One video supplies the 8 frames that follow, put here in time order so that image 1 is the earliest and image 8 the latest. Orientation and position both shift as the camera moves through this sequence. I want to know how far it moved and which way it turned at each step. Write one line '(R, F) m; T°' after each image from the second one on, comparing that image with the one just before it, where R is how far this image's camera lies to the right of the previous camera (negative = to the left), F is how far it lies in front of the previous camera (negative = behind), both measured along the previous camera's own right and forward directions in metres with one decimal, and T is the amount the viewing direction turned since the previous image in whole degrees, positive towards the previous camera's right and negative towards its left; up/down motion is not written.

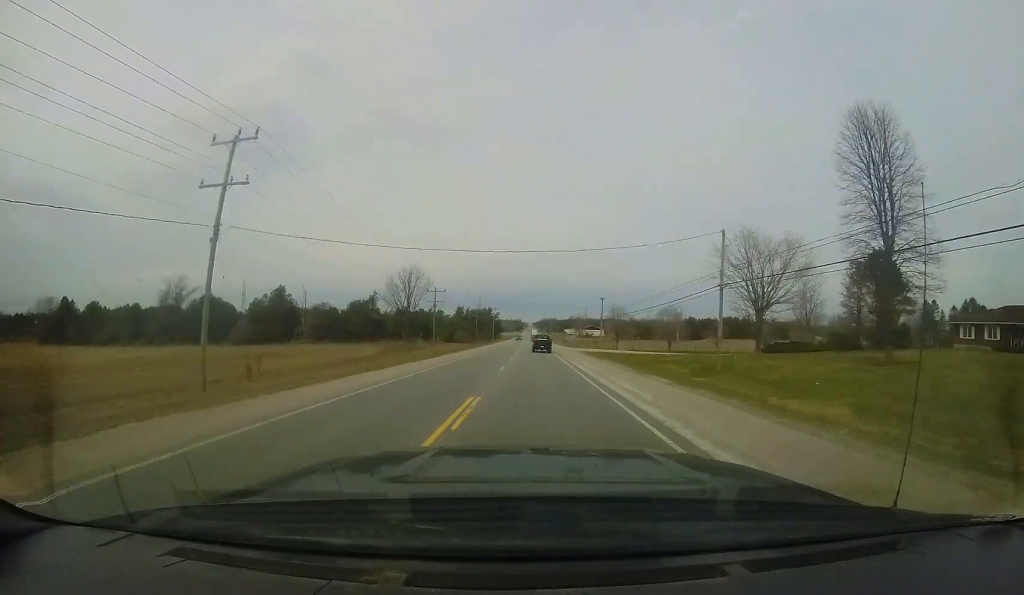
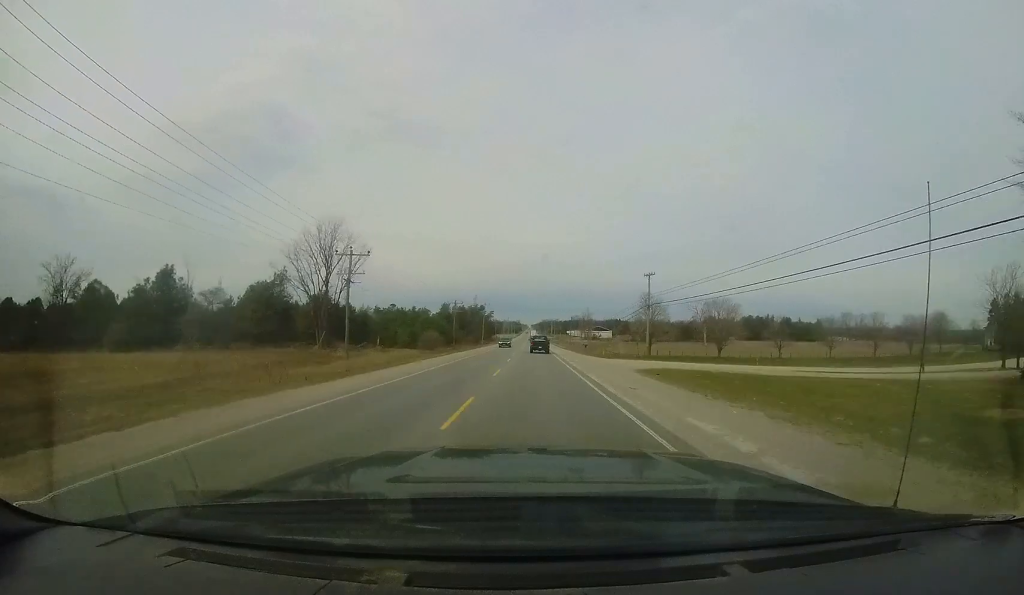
(+0.7, +27.4) m; +1°
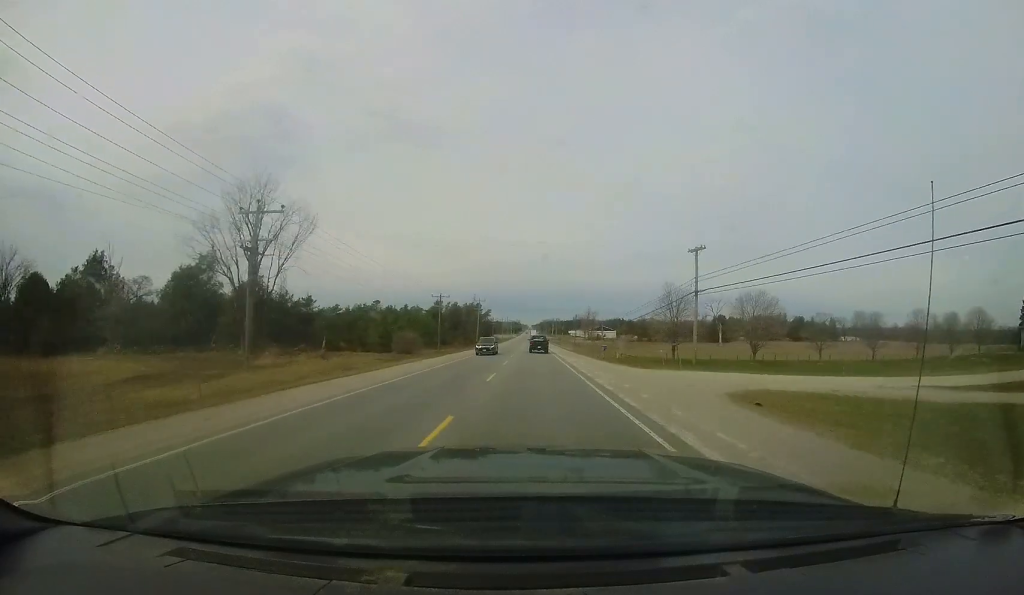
(-0.2, +11.6) m; -1°
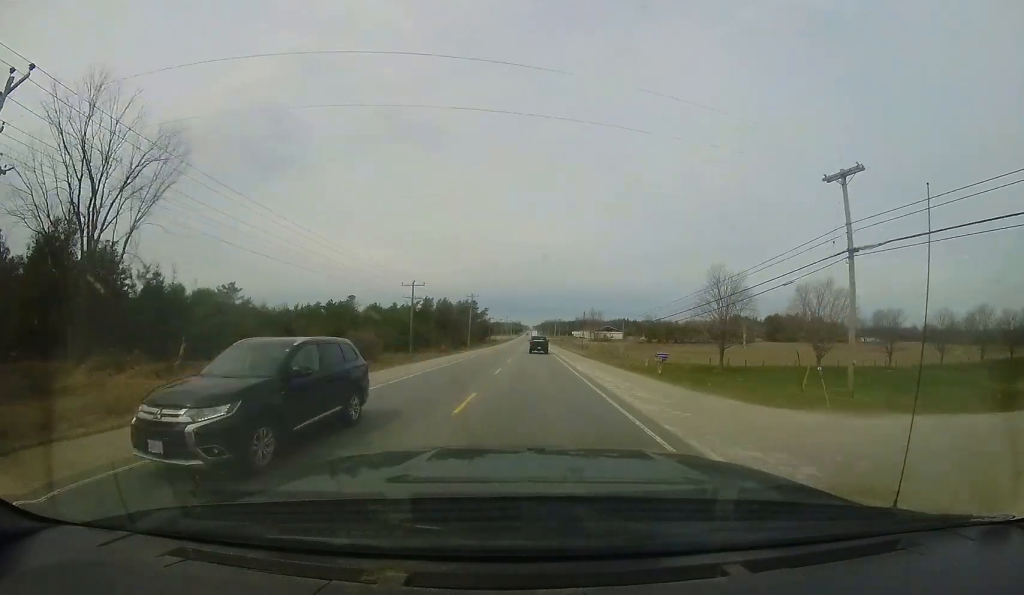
(-0.1, +14.7) m; -1°
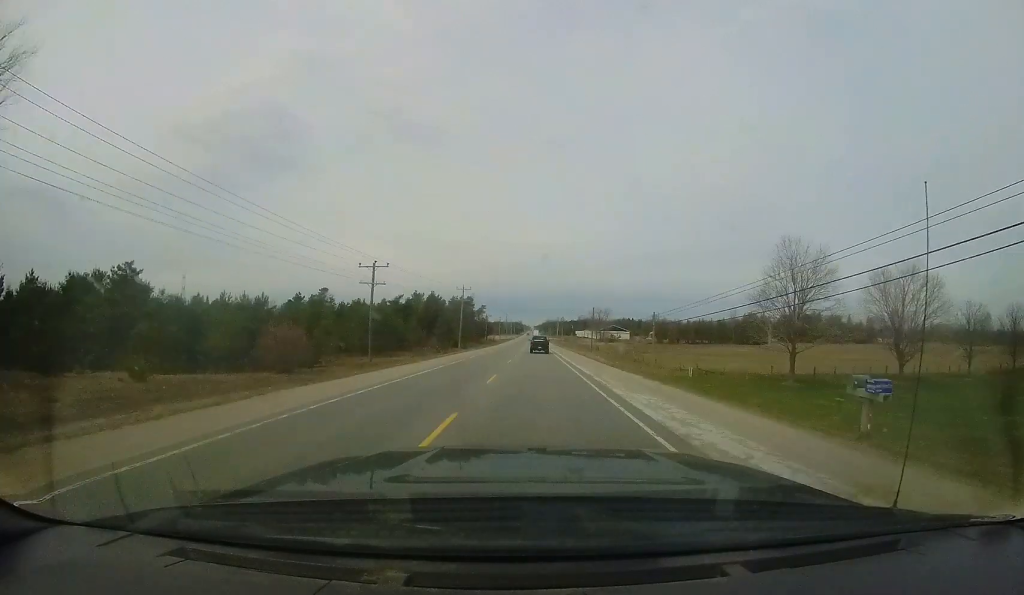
(-0.2, +12.2) m; 0°
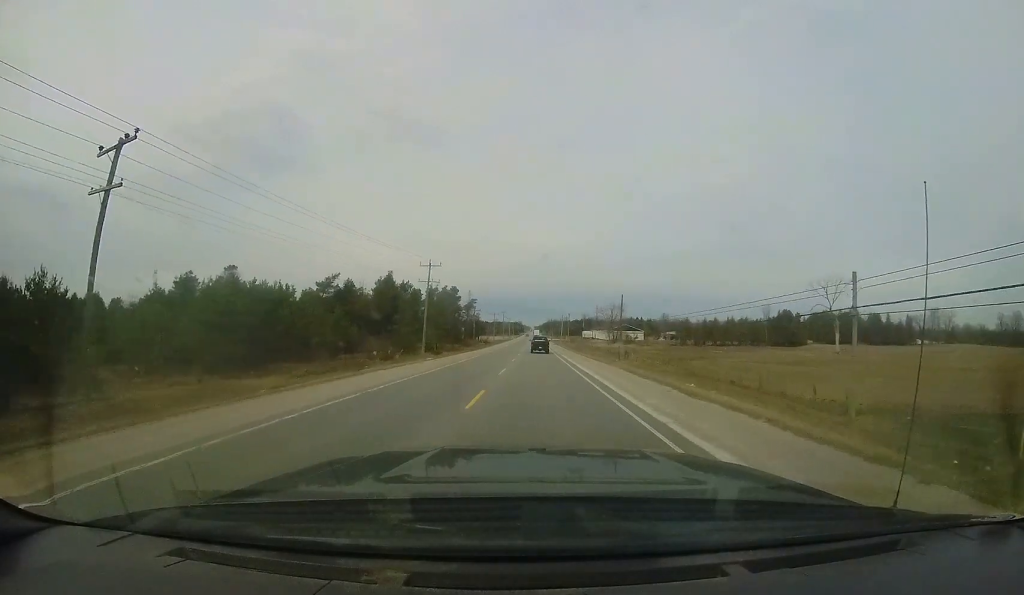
(+0.2, +25.0) m; -1°
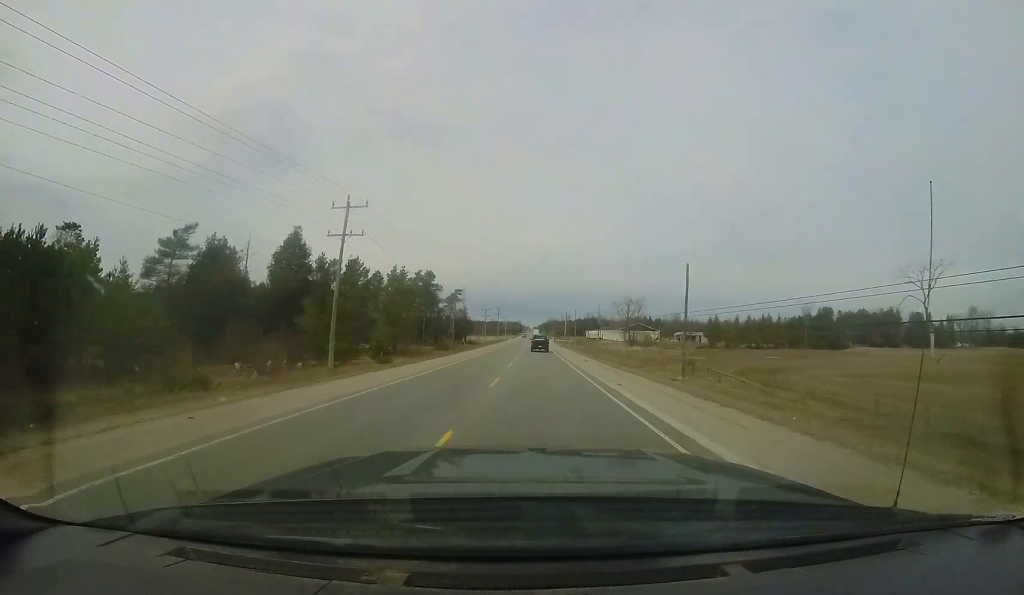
(-0.7, +23.3) m; 0°
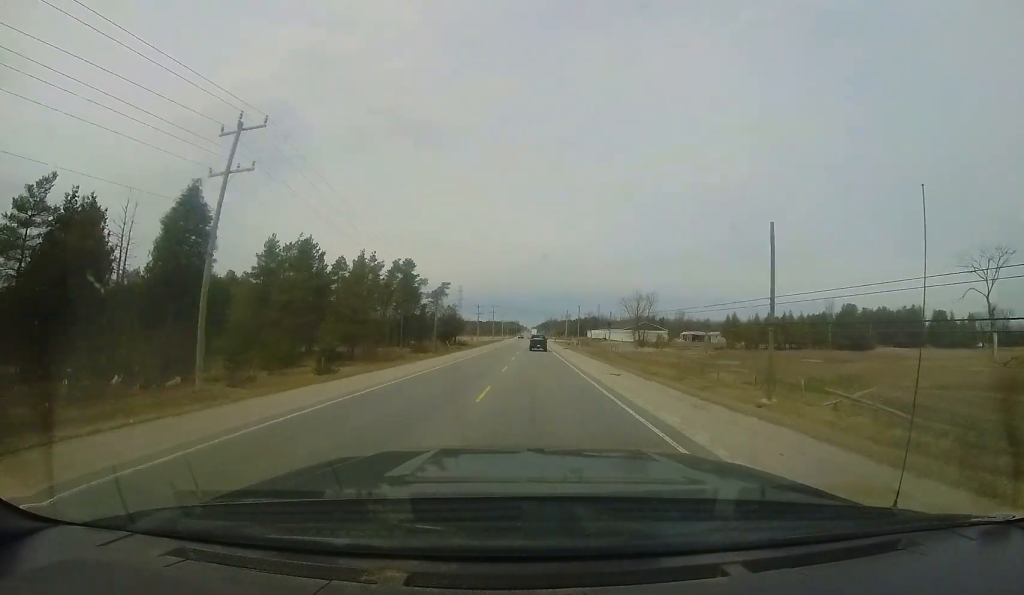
(+0.2, +11.9) m; +1°
